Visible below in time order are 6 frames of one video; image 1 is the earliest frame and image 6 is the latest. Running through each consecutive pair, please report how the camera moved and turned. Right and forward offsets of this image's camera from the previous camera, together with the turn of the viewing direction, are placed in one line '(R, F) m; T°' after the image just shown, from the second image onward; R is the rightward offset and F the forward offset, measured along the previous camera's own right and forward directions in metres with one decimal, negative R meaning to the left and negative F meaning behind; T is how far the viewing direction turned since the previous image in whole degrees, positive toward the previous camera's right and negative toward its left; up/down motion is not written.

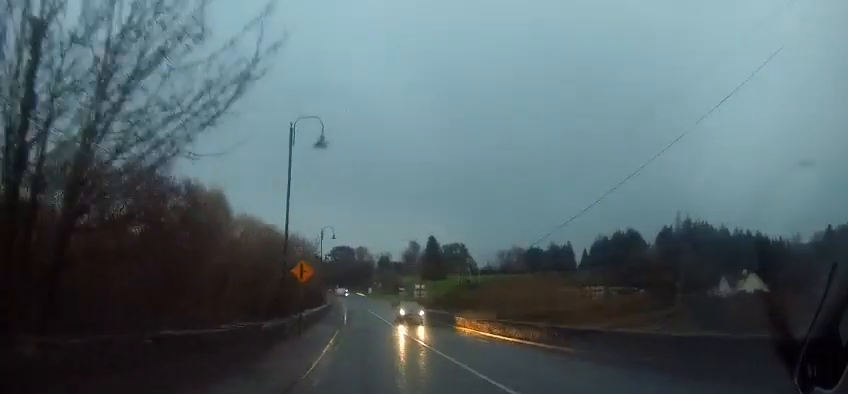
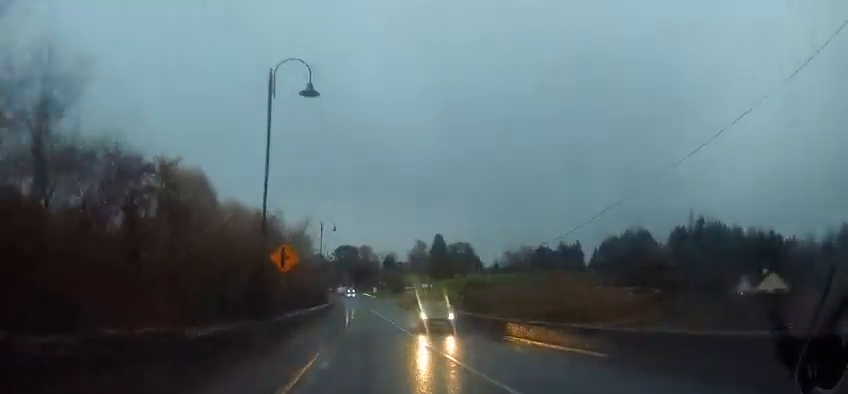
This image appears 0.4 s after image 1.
(0.0, +5.7) m; -1°
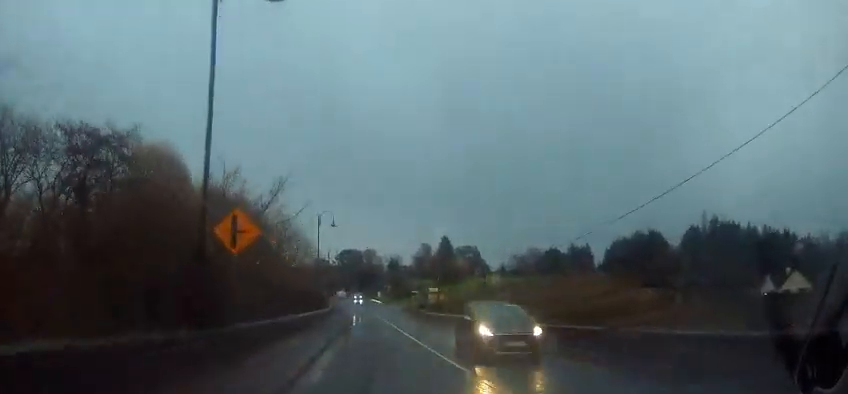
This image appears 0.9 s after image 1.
(-0.1, +6.7) m; 0°
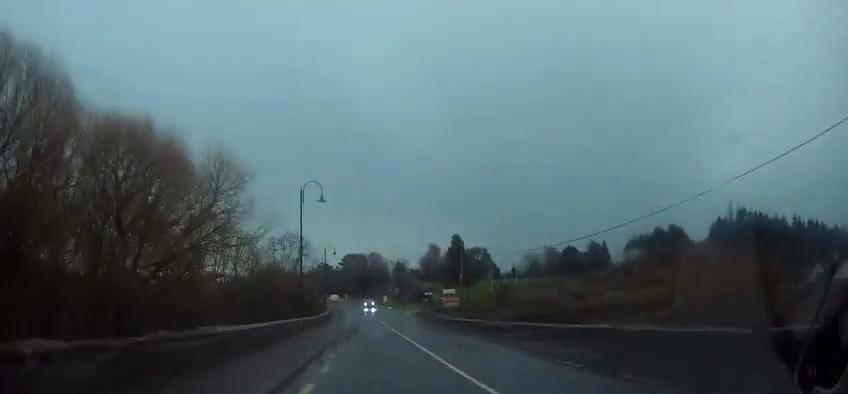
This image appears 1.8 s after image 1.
(0.0, +13.9) m; 0°
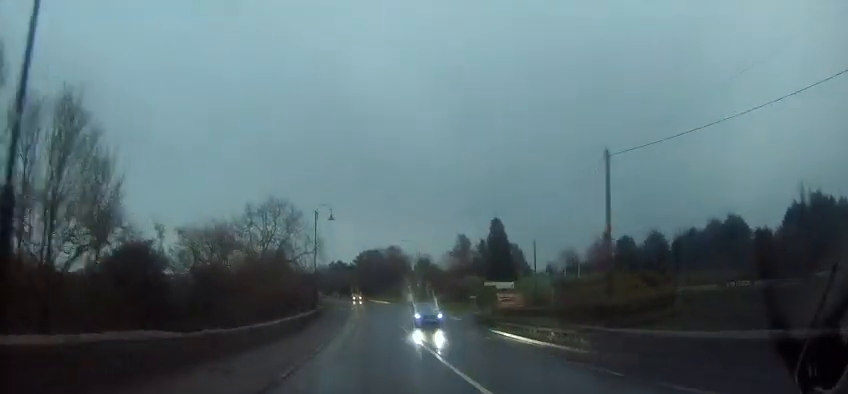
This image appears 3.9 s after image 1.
(-0.6, +30.5) m; -3°
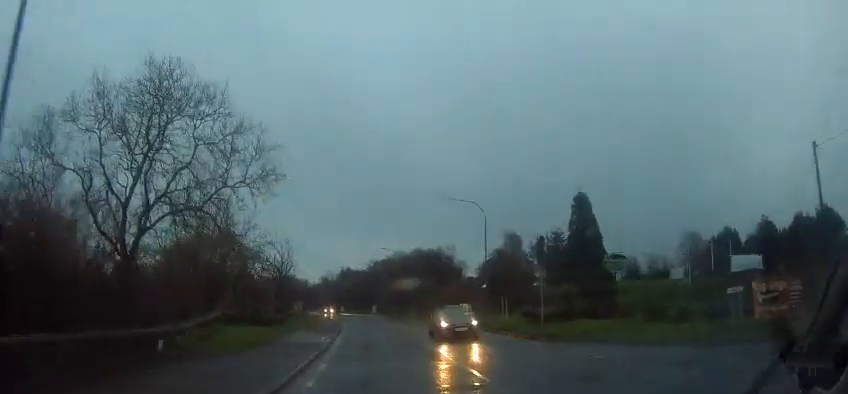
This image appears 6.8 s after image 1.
(-0.9, +41.7) m; -1°
